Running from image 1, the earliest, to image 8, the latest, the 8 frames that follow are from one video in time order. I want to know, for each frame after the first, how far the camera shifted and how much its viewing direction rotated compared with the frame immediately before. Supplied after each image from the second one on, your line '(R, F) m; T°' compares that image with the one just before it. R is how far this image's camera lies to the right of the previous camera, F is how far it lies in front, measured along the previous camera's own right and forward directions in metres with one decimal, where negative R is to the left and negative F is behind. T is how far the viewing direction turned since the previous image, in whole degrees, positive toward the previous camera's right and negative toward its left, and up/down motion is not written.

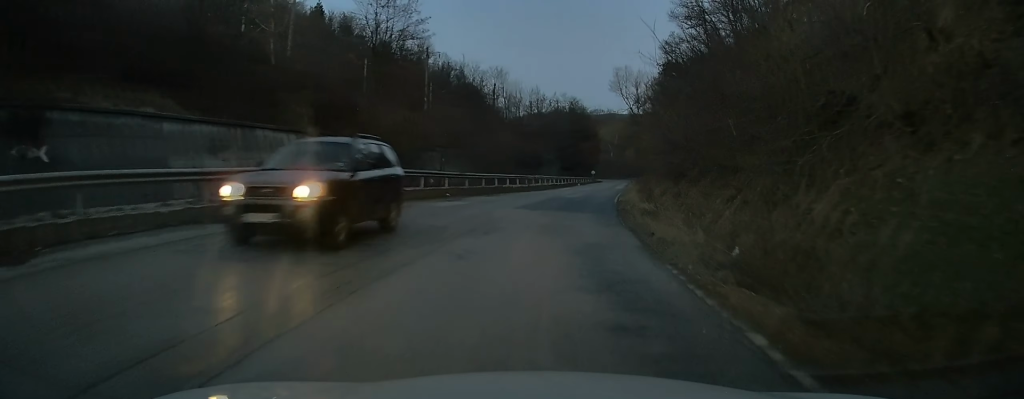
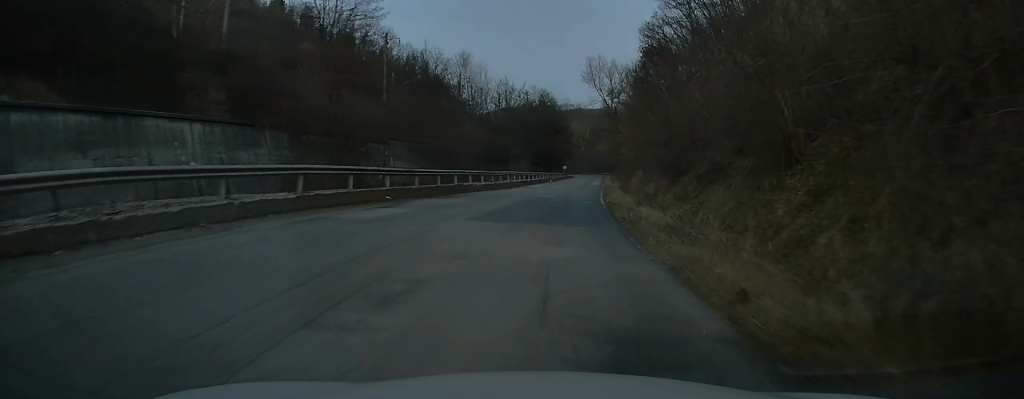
(+0.2, +7.1) m; +2°
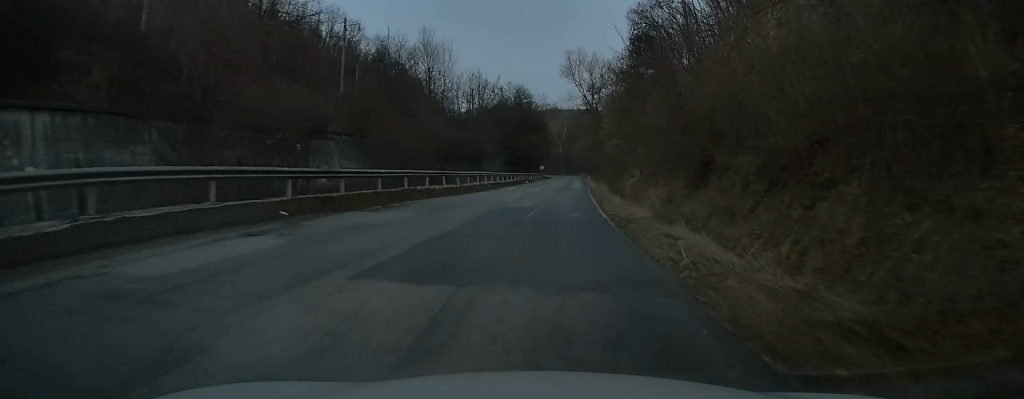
(+0.1, +8.3) m; +2°
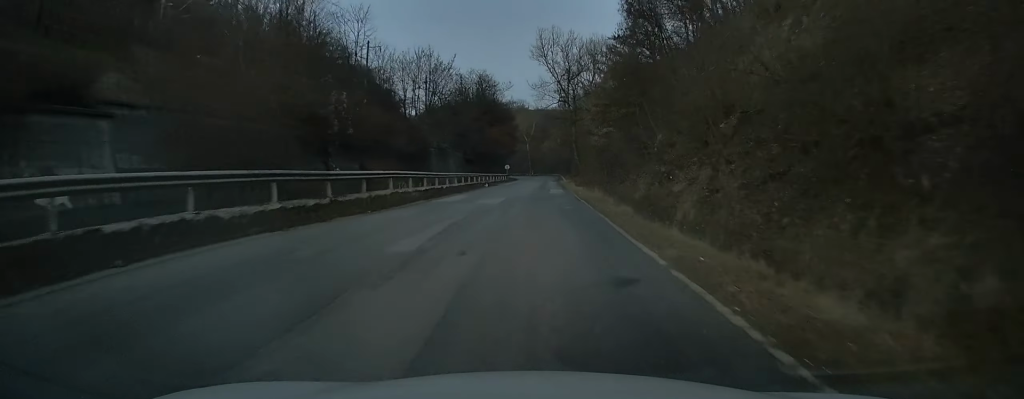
(+0.8, +20.1) m; +3°
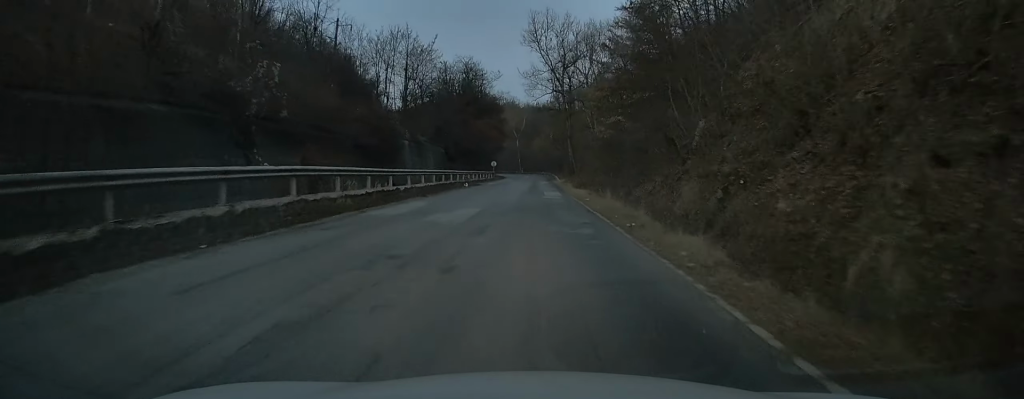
(+0.1, +10.2) m; 0°
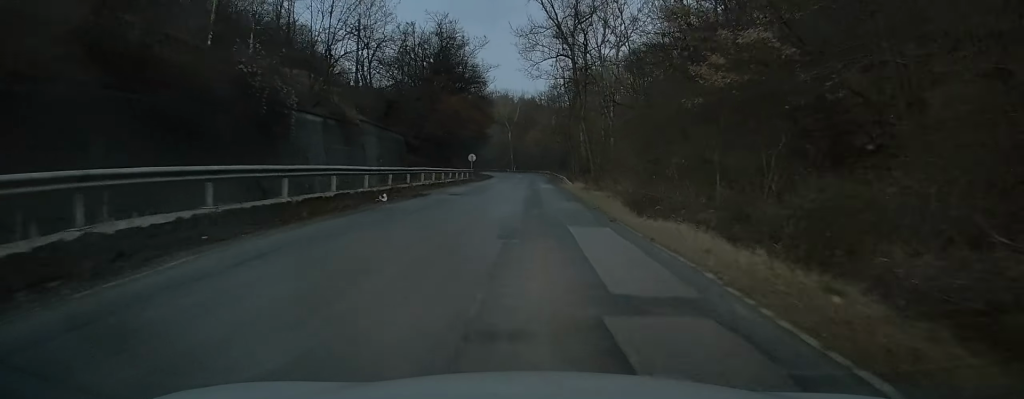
(+0.1, +27.9) m; 0°
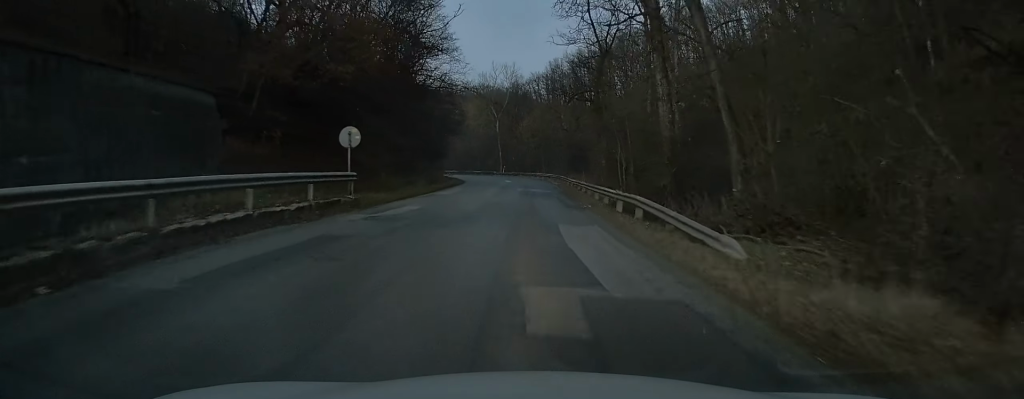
(0.0, +40.0) m; -1°
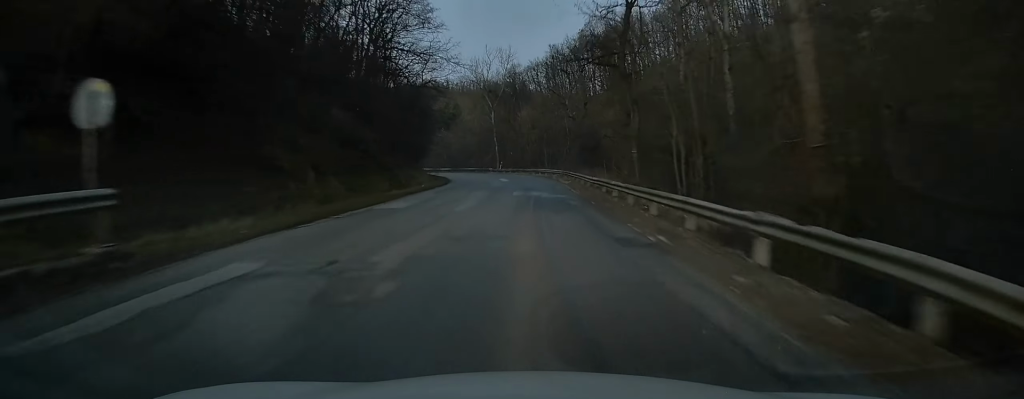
(-0.1, +12.7) m; 0°
